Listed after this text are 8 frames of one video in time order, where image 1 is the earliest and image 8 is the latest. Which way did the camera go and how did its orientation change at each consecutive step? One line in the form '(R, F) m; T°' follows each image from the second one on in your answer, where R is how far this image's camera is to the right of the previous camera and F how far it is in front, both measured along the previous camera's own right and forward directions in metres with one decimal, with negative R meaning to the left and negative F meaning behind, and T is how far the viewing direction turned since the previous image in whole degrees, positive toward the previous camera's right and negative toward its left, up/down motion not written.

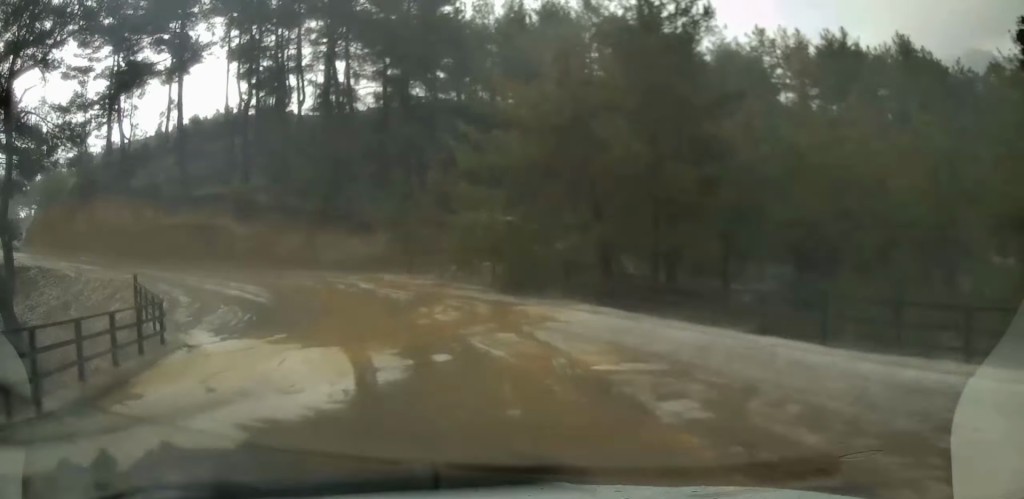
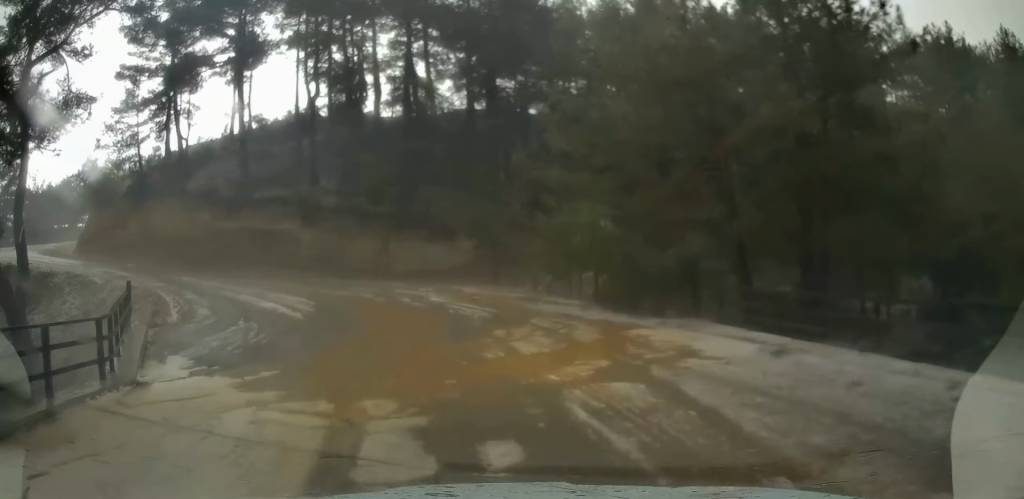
(-0.5, +5.8) m; -7°
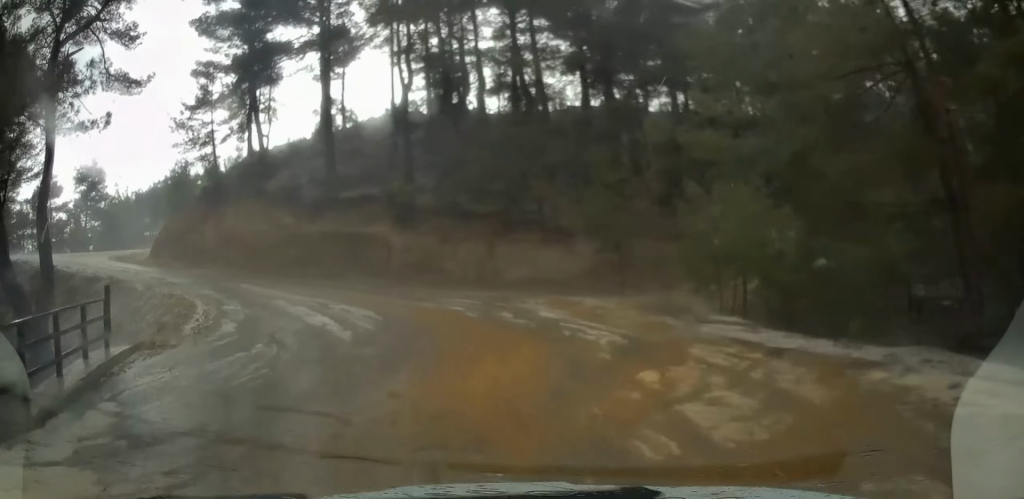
(-0.3, +6.1) m; -5°
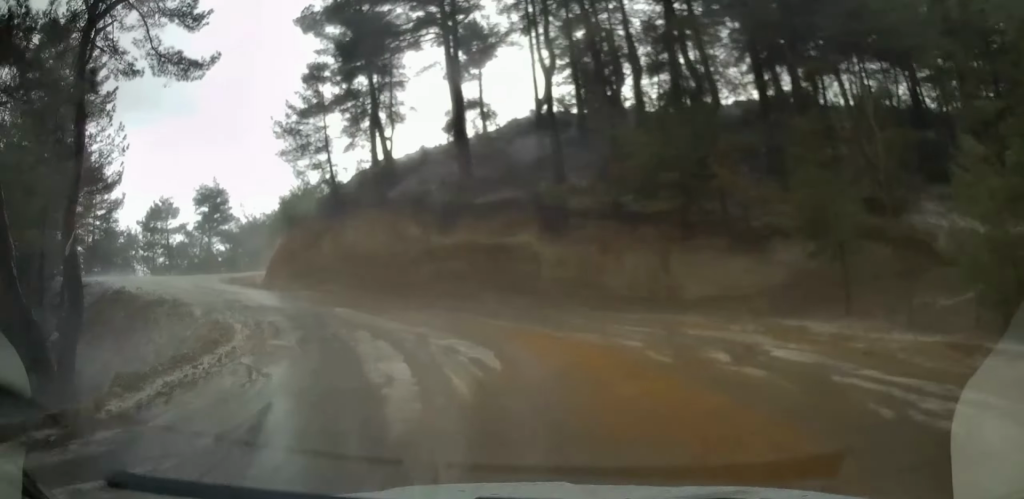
(-0.4, +7.6) m; -12°
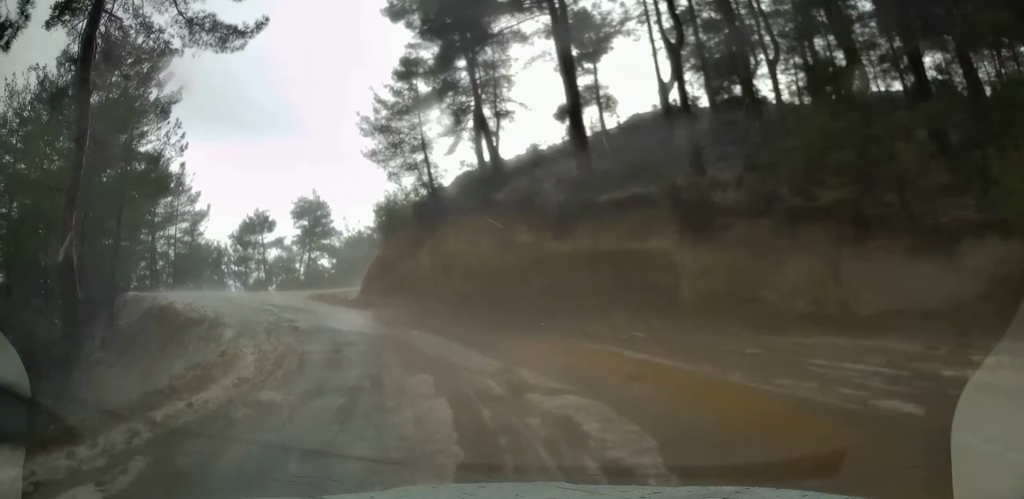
(-0.5, +5.7) m; -12°
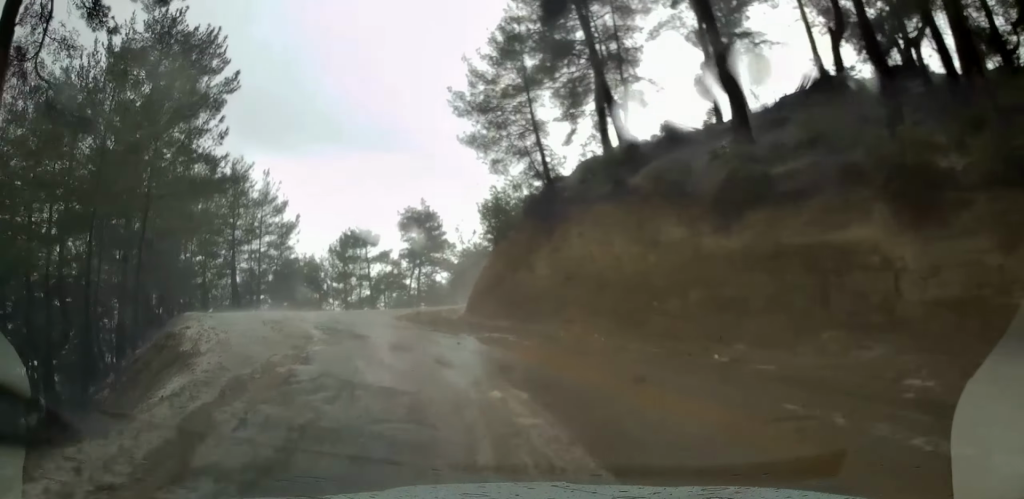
(-1.3, +7.8) m; -13°
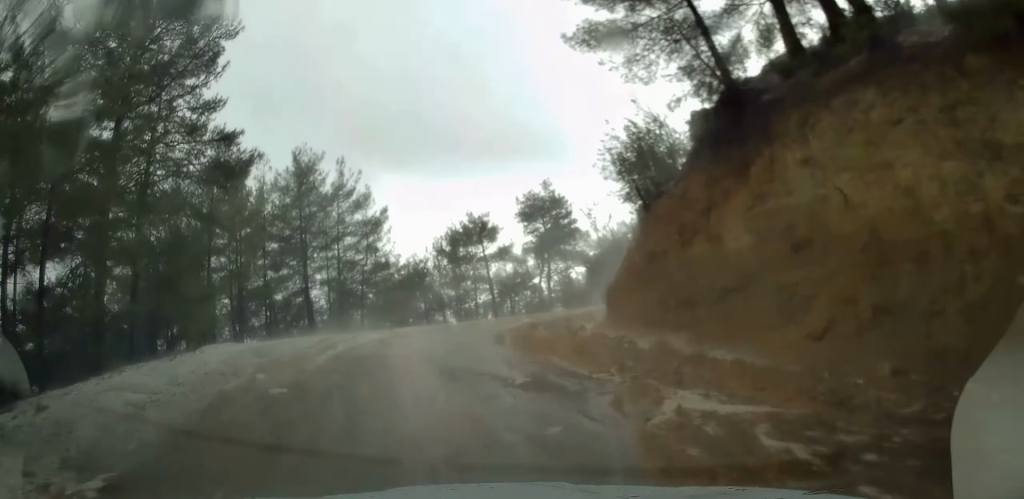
(-1.7, +13.2) m; -17°
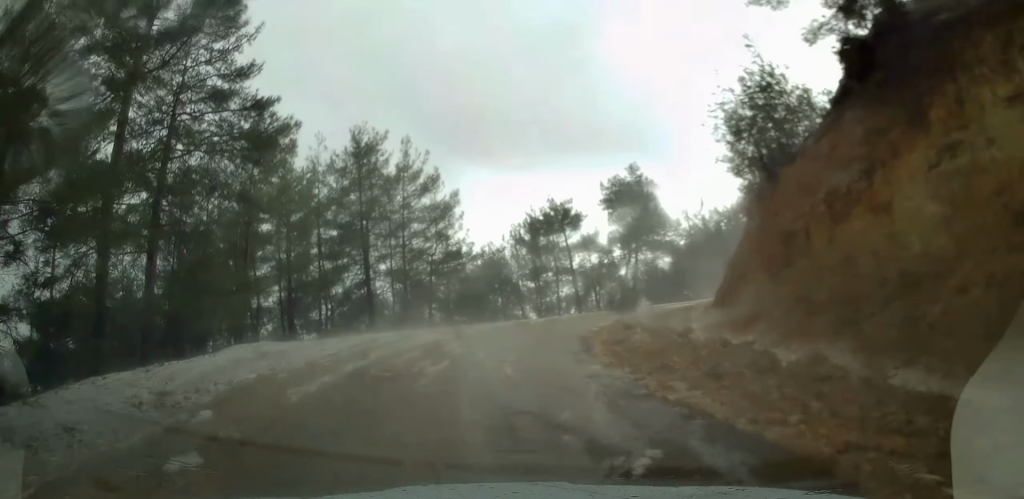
(-0.4, +5.3) m; -6°
